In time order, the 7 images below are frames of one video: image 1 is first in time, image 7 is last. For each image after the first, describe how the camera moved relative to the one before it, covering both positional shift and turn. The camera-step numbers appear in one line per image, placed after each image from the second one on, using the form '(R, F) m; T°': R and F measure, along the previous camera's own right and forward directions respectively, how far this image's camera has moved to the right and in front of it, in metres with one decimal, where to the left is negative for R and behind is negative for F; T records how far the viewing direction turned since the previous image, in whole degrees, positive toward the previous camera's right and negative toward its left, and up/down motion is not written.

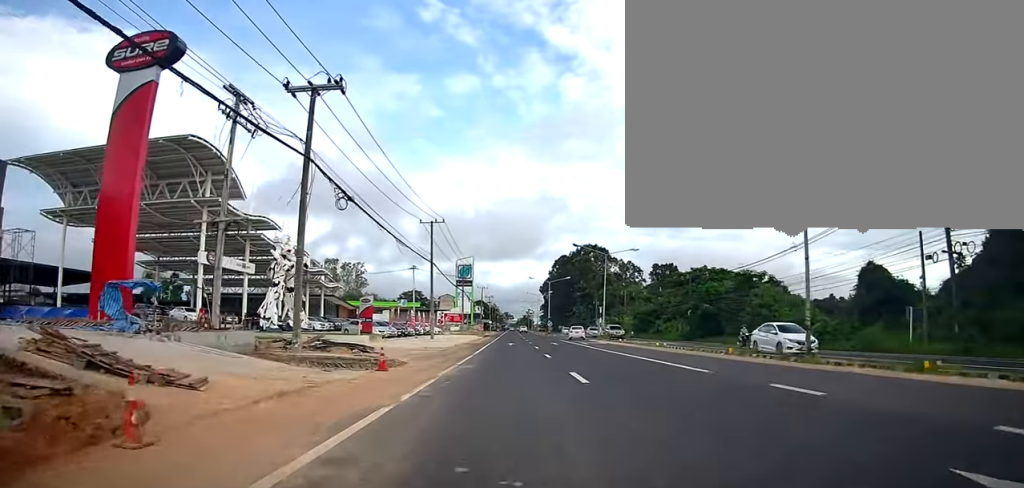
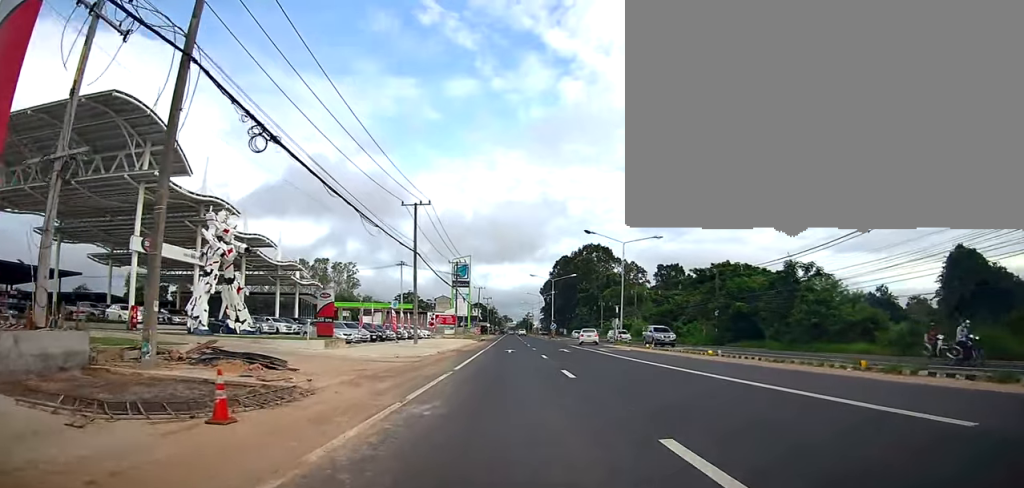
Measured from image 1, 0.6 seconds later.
(+0.1, +9.6) m; -2°
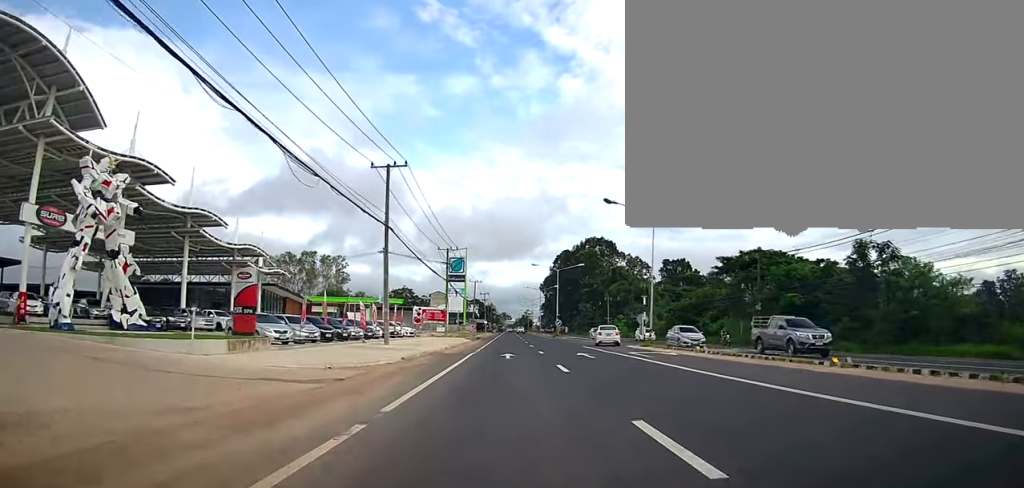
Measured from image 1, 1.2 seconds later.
(-0.2, +10.7) m; -1°
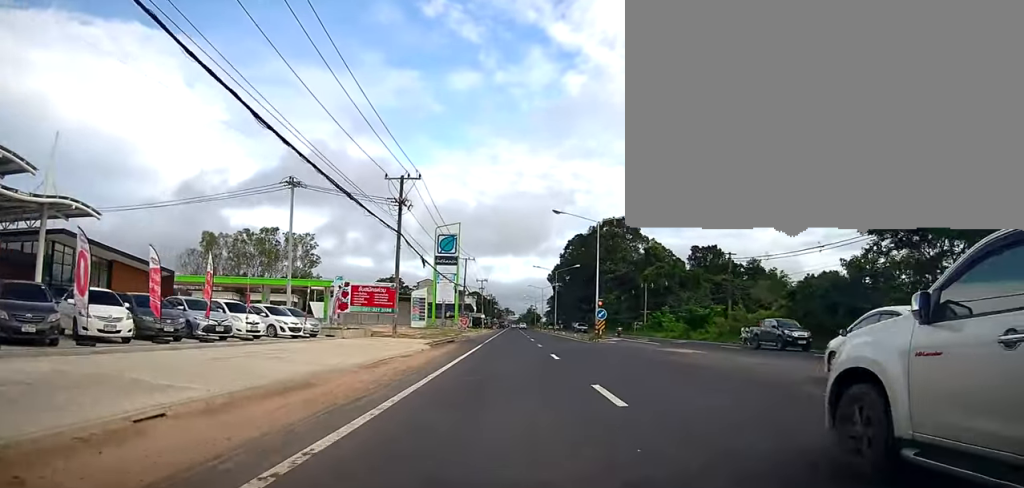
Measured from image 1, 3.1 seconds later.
(+0.4, +32.2) m; +3°
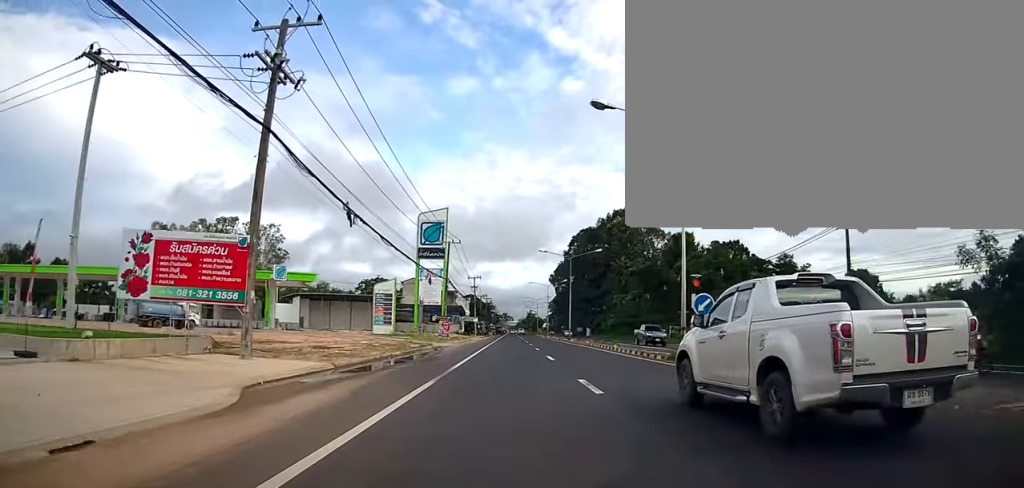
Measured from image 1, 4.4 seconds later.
(0.0, +22.0) m; 0°
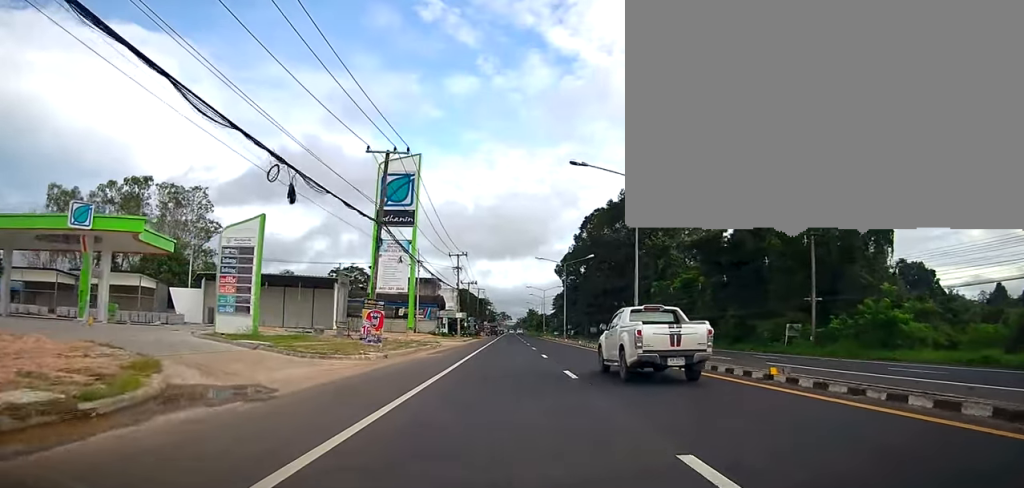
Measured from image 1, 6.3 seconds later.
(0.0, +32.7) m; 0°
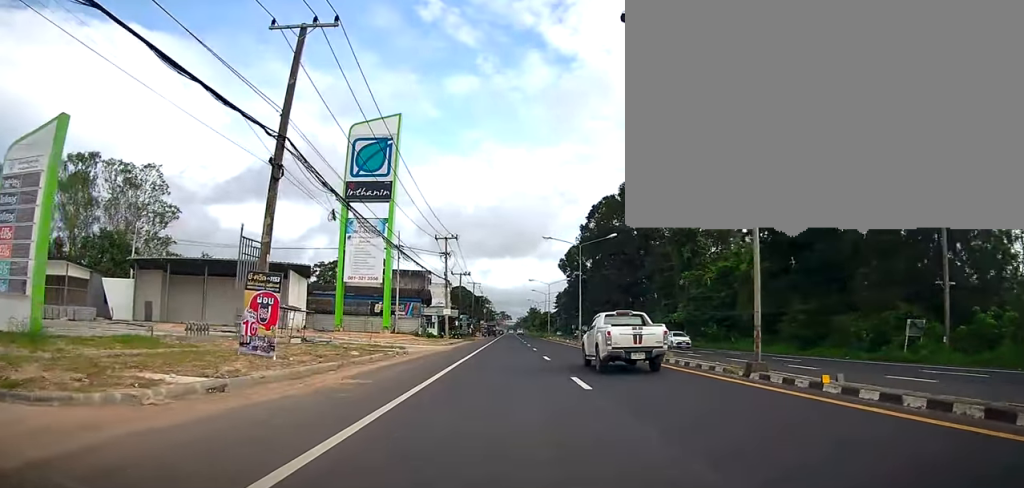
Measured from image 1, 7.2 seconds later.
(0.0, +14.2) m; 0°
